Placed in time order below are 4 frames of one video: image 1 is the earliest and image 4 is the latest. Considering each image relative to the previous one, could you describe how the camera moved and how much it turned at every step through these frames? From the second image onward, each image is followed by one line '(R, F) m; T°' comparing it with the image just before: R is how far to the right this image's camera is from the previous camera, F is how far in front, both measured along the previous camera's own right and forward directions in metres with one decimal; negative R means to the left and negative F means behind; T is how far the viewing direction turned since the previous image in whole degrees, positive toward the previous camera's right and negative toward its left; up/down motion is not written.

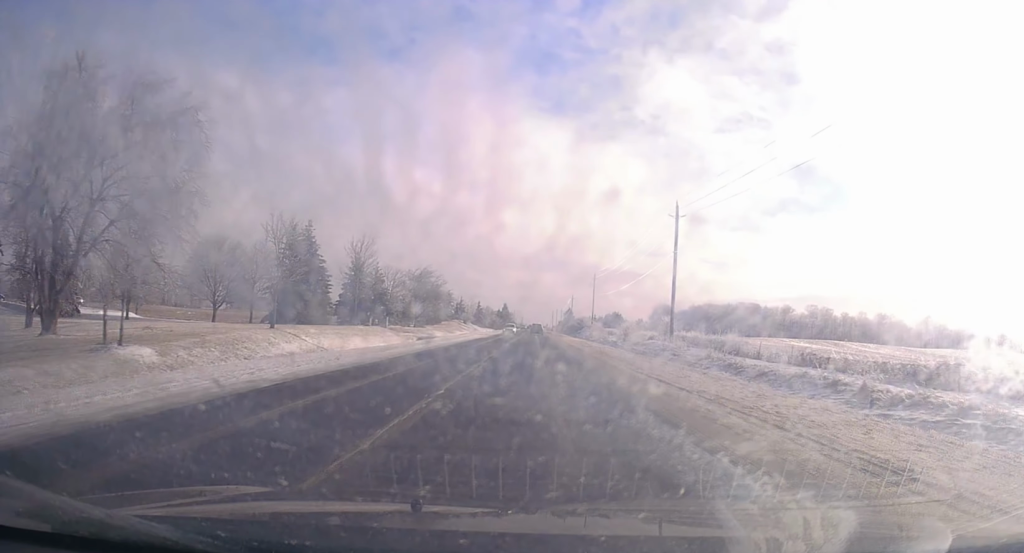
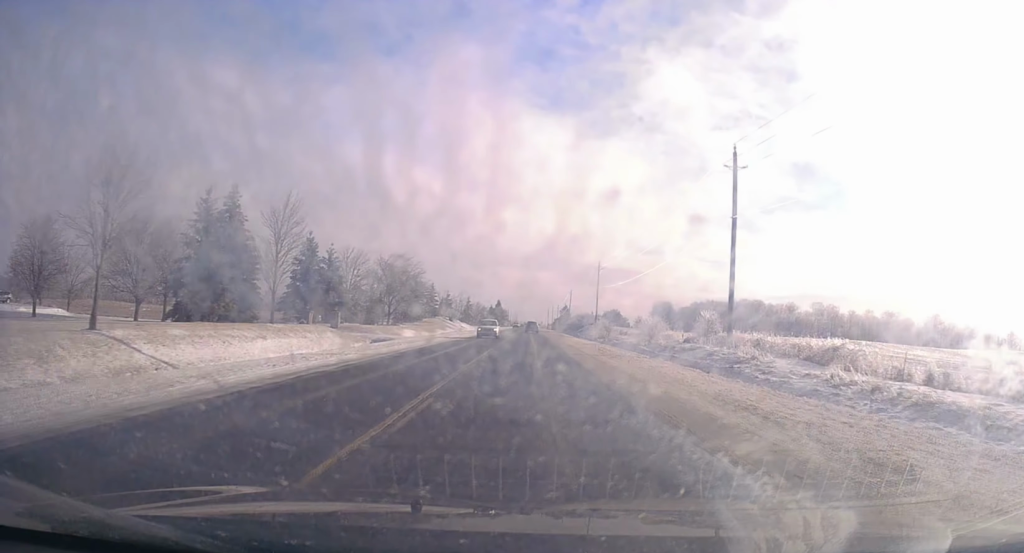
(0.0, +17.5) m; 0°
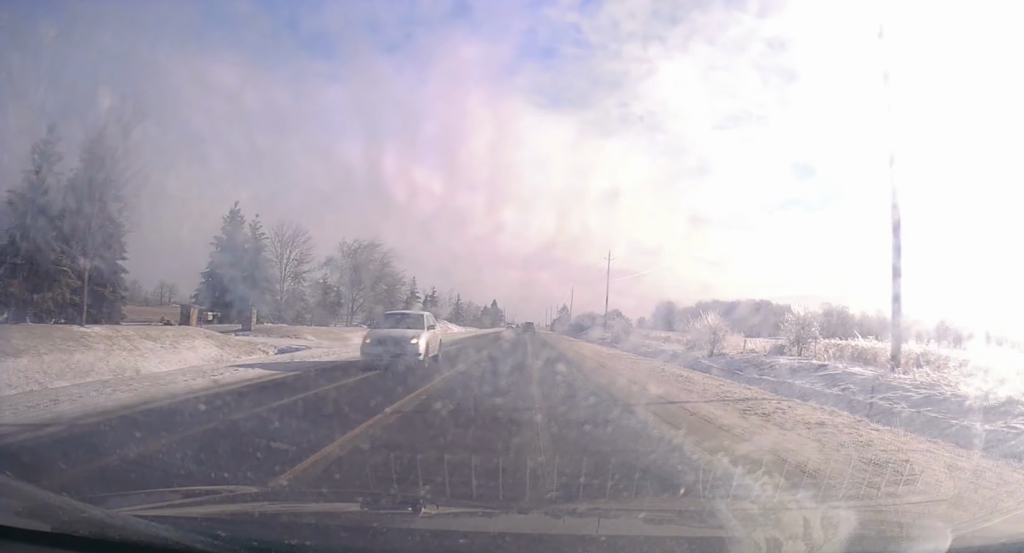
(0.0, +18.5) m; 0°
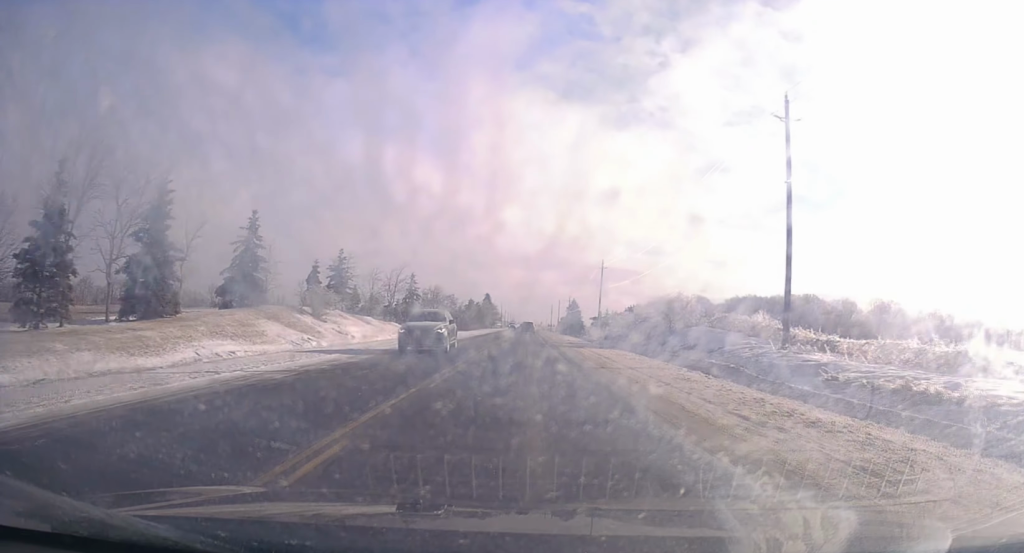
(+0.5, +66.2) m; 0°
